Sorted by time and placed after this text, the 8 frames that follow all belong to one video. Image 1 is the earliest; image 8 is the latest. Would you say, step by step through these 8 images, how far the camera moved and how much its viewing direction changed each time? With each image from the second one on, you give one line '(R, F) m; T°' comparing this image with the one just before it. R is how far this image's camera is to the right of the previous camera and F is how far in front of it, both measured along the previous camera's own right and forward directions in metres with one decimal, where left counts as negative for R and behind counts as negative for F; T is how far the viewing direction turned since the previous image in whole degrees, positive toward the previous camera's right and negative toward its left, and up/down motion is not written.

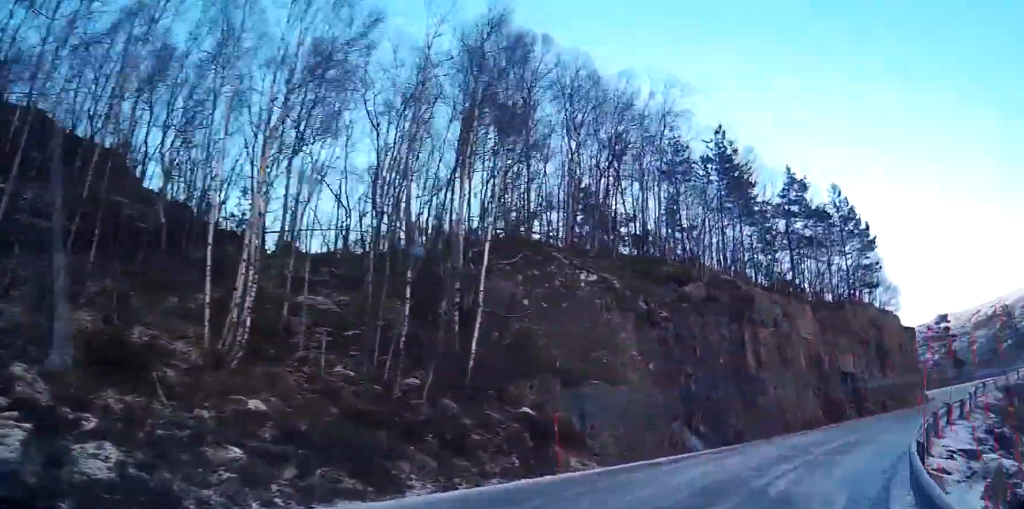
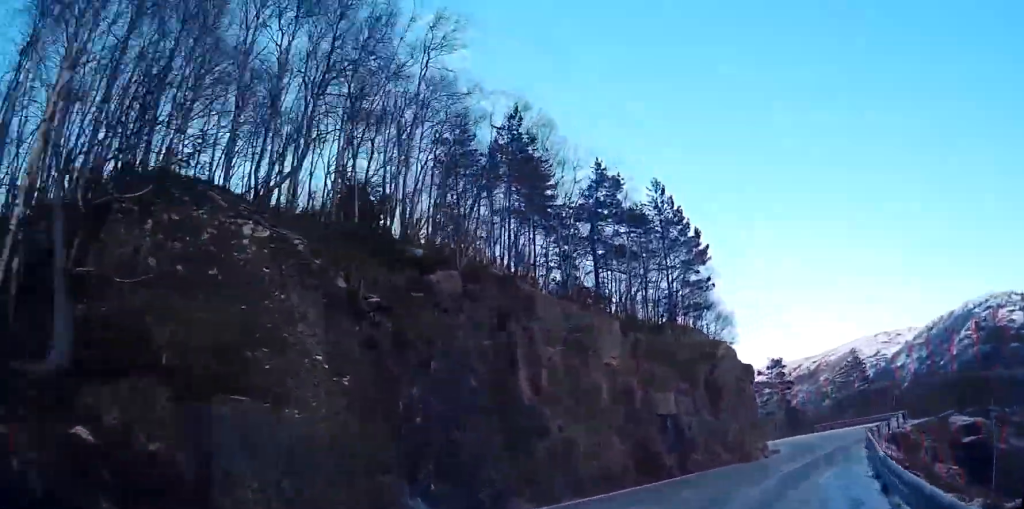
(+1.1, +9.7) m; +8°
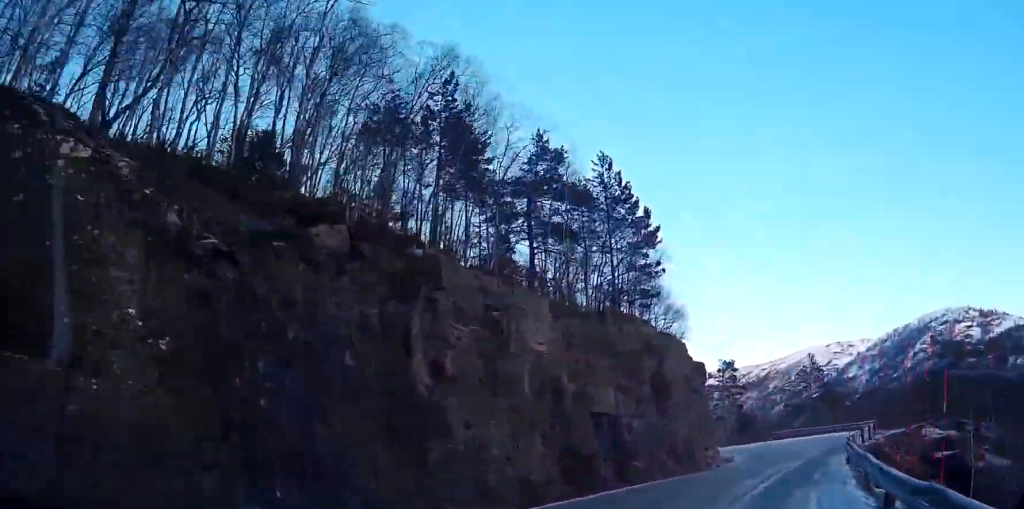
(-0.1, +4.3) m; +3°
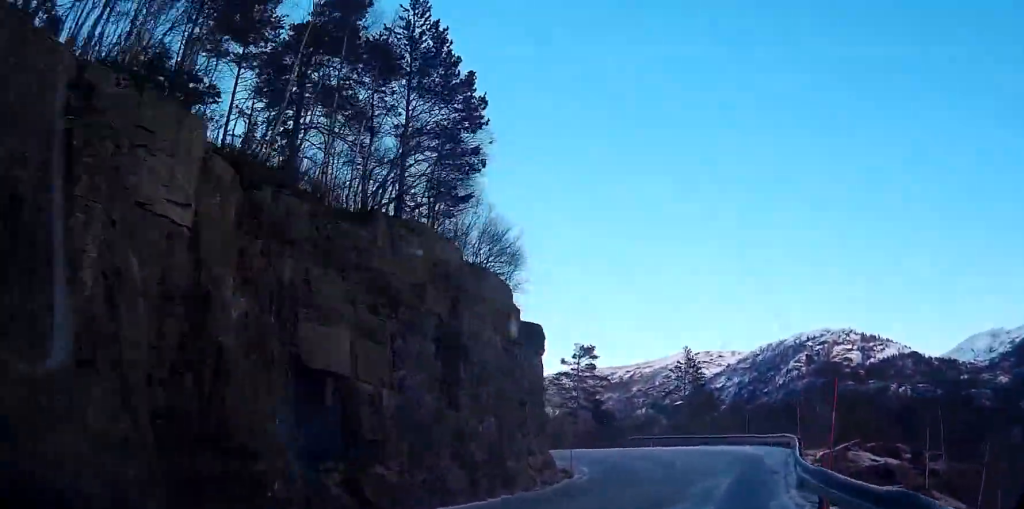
(+1.2, +13.0) m; +8°
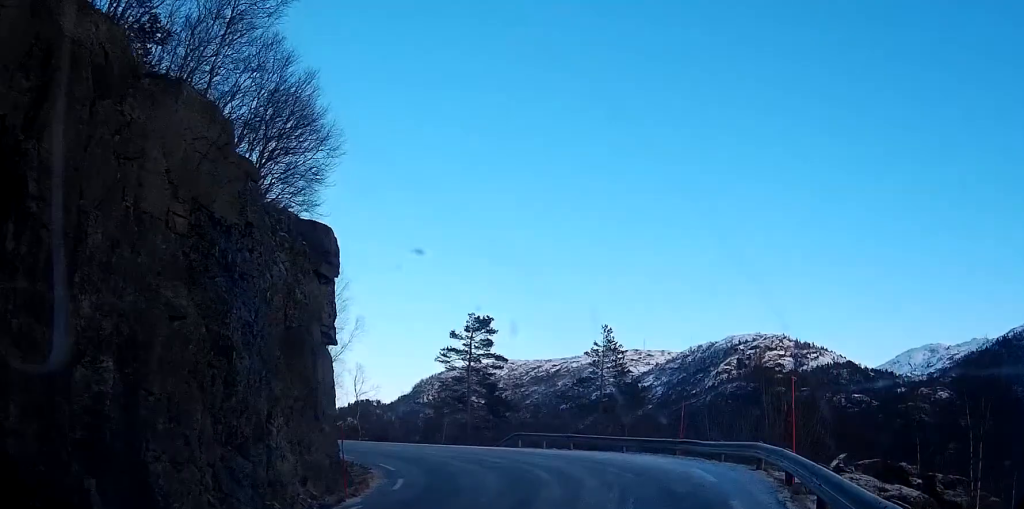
(+0.3, +13.1) m; +2°
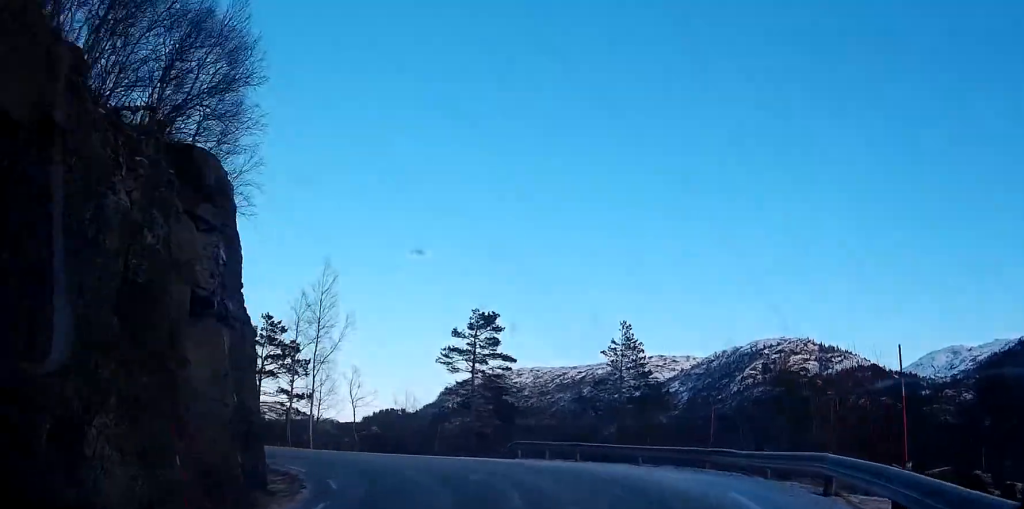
(+0.5, +5.7) m; -3°
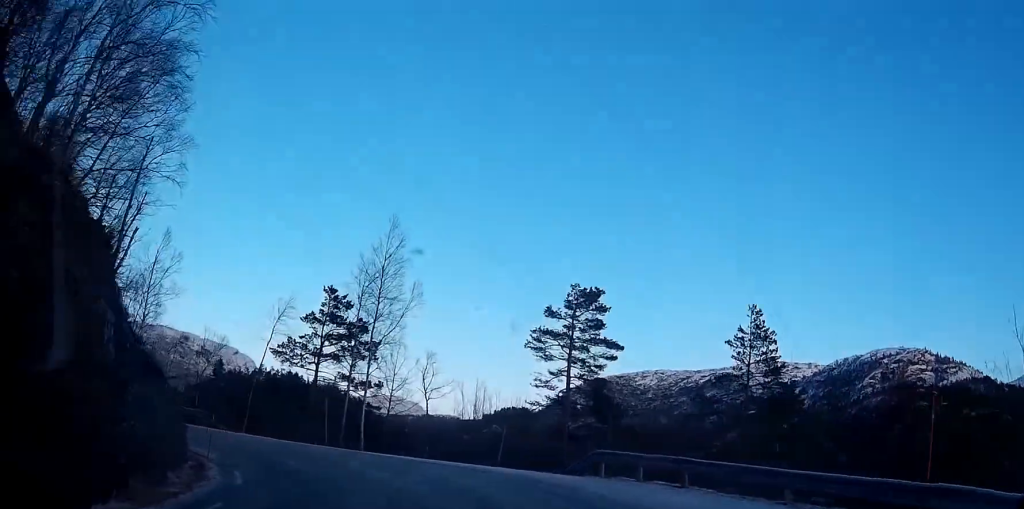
(-1.3, +9.9) m; -15°
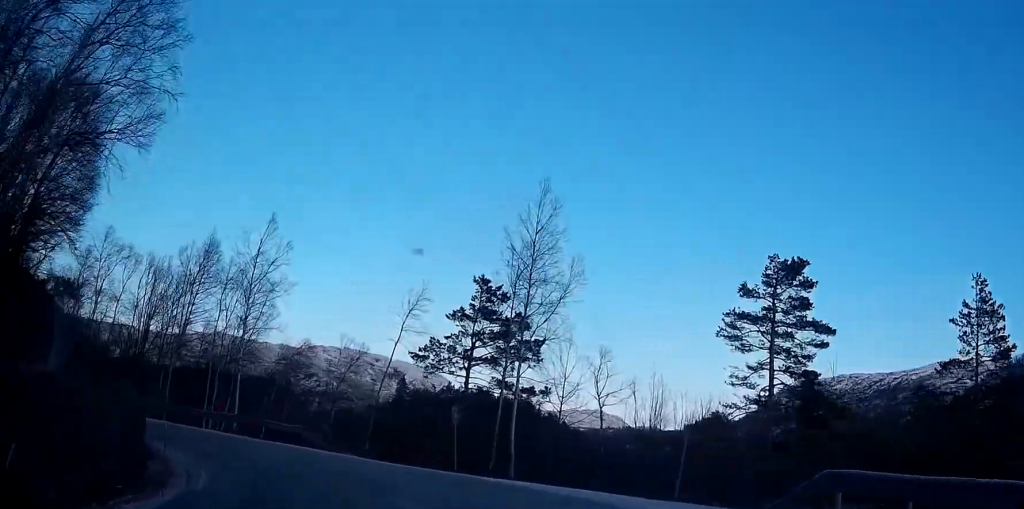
(-1.0, +8.8) m; -10°
